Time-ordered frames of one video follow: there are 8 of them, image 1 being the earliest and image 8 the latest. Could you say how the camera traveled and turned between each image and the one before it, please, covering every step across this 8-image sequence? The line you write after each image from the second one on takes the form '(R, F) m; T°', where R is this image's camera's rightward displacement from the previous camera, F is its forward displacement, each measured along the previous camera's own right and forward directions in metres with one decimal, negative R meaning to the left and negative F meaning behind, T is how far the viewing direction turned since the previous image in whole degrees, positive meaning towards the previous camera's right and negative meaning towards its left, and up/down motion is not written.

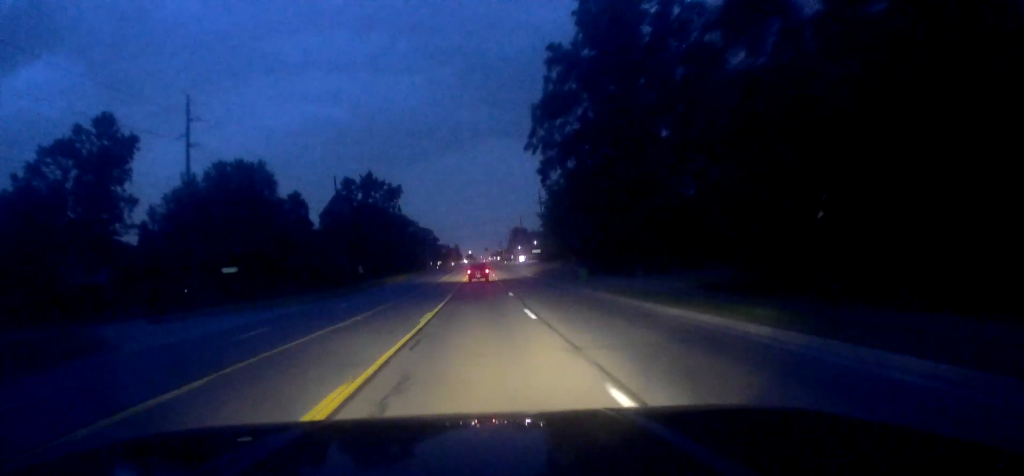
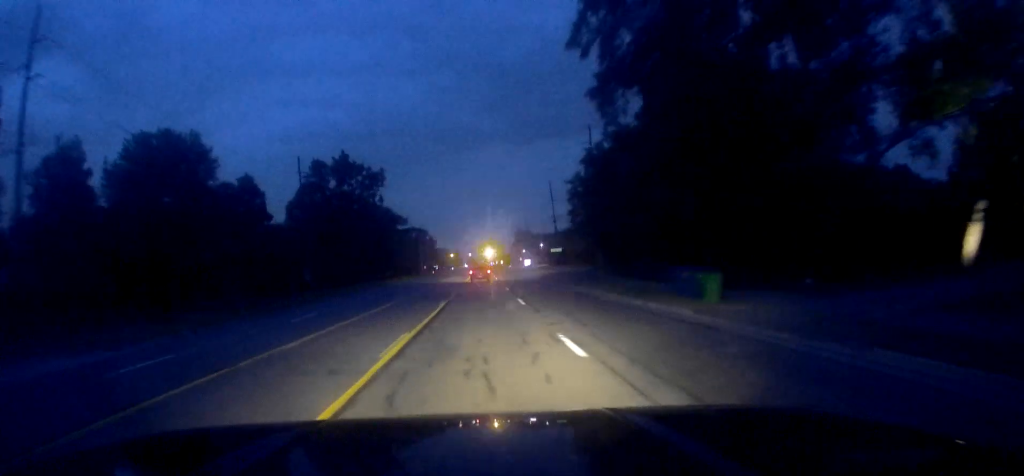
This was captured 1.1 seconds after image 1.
(-0.7, +23.8) m; -1°
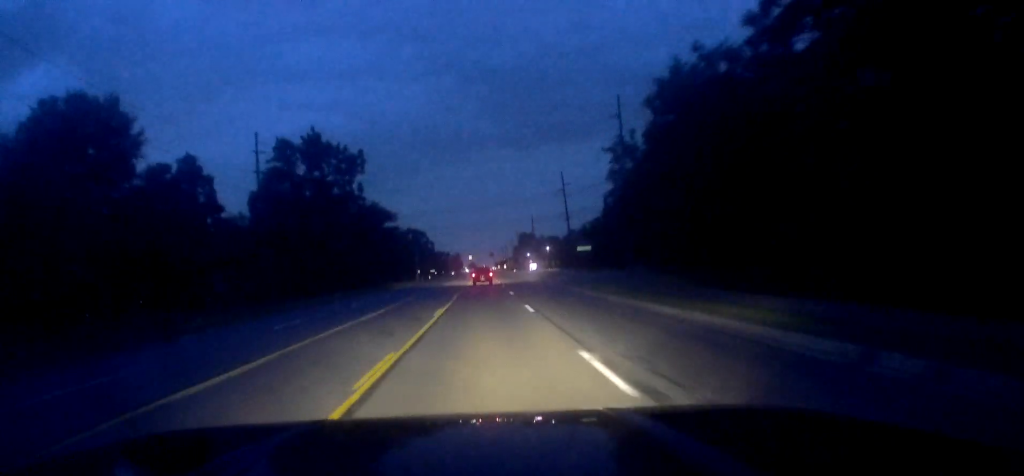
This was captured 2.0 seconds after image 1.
(+0.2, +19.6) m; +2°
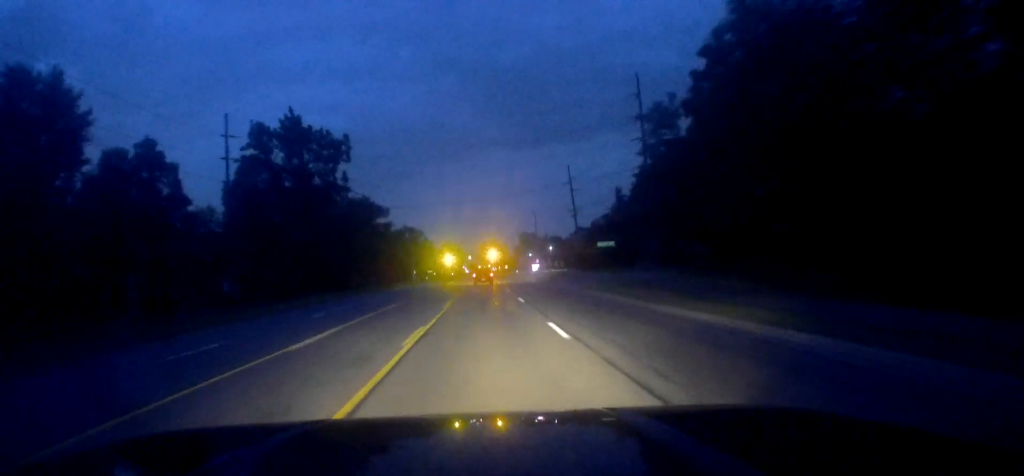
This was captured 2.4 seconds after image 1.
(+0.1, +9.4) m; 0°
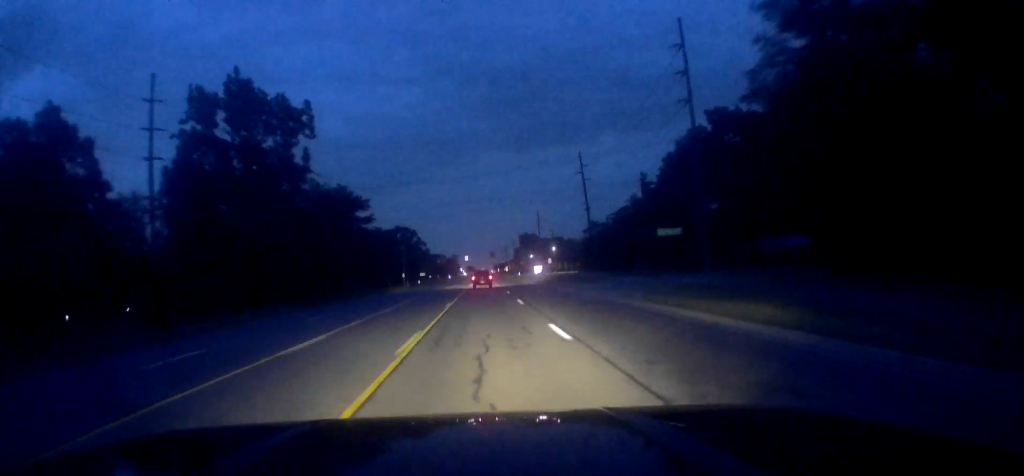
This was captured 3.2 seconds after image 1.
(+0.4, +15.9) m; -1°
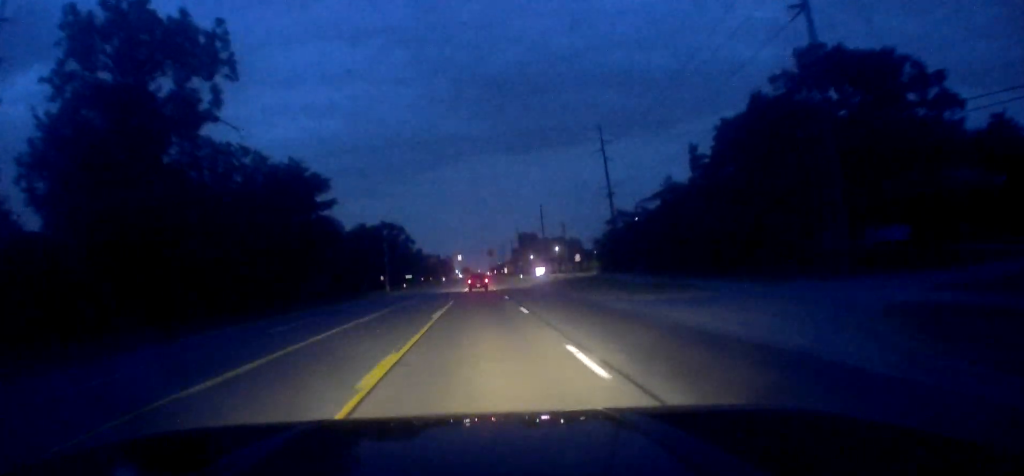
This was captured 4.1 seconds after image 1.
(-0.7, +19.8) m; -2°
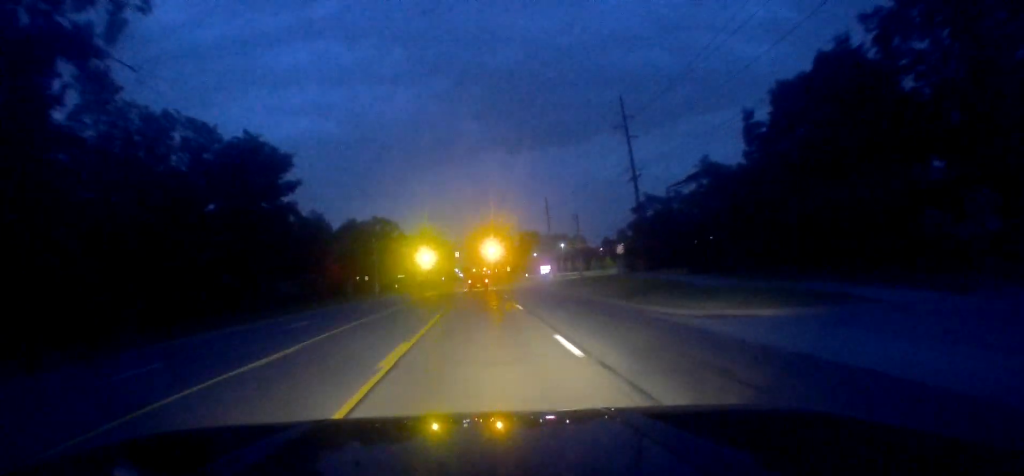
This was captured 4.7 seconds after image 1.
(0.0, +12.8) m; +1°
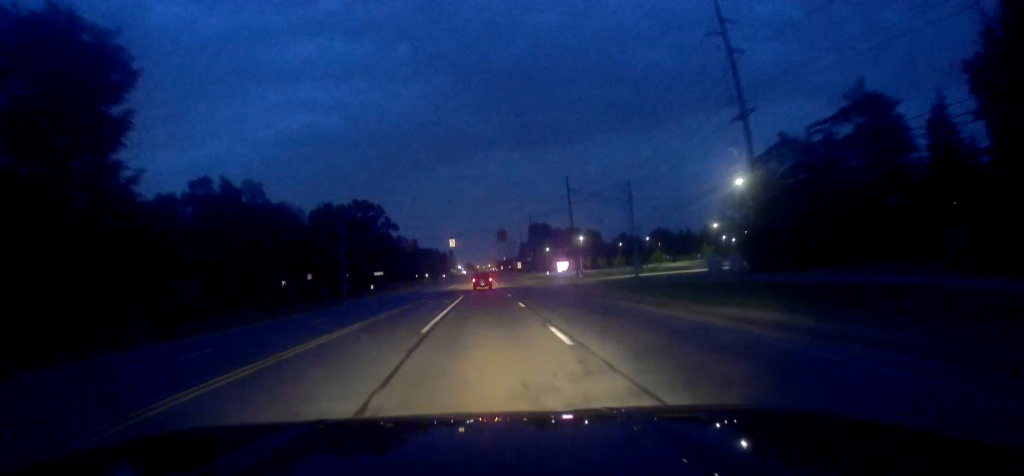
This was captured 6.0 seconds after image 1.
(+0.8, +28.2) m; +2°
